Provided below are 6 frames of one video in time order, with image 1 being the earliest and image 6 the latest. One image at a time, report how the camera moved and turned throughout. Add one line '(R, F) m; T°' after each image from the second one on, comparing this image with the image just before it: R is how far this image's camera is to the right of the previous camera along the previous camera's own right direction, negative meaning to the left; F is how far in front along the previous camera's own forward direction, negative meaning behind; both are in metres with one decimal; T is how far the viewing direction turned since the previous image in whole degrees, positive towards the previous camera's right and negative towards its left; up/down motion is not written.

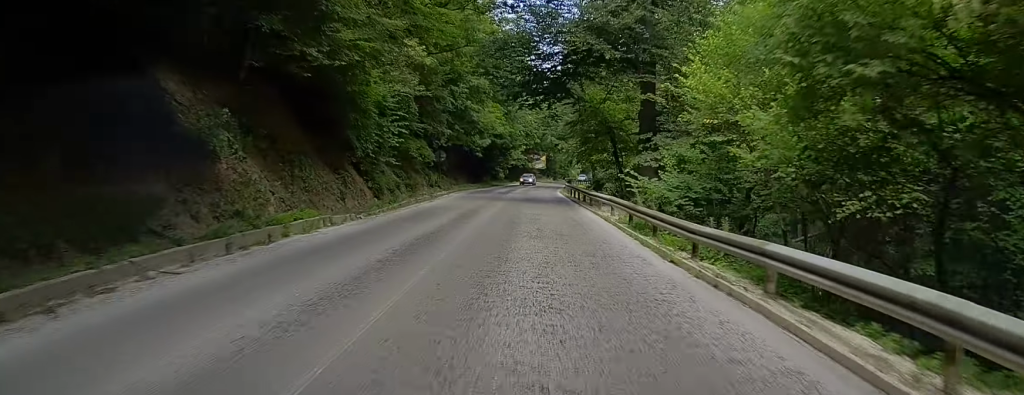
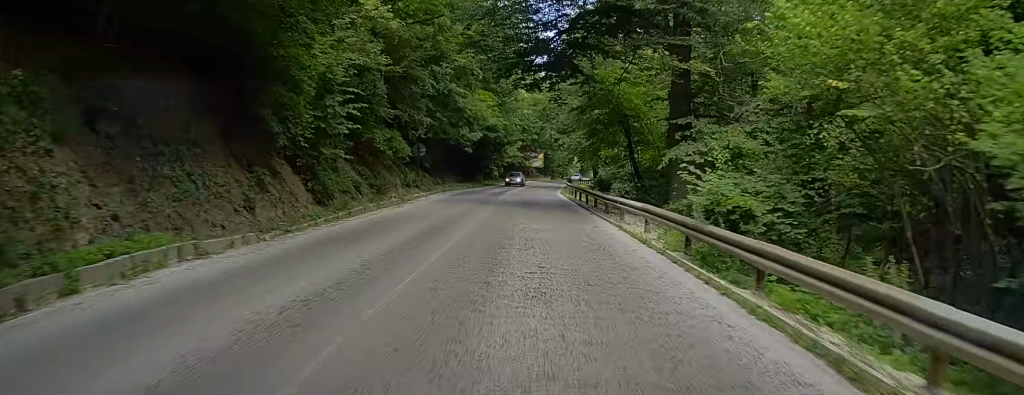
(0.0, +7.4) m; 0°
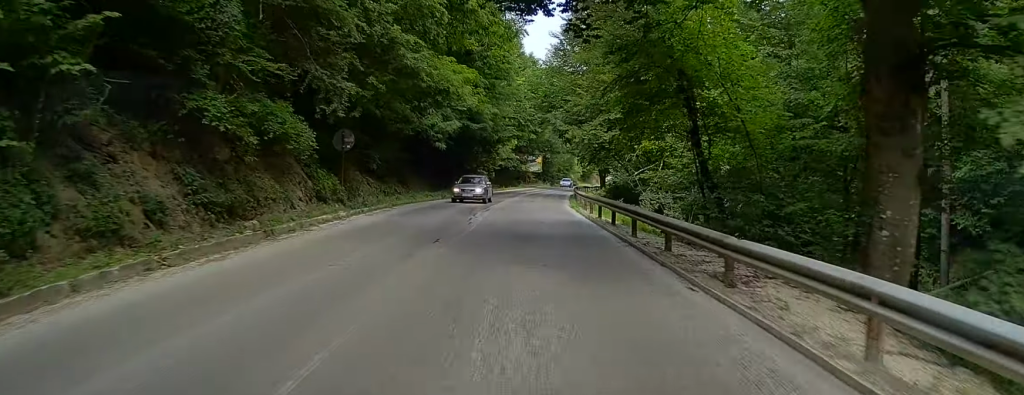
(+0.2, +14.9) m; +2°
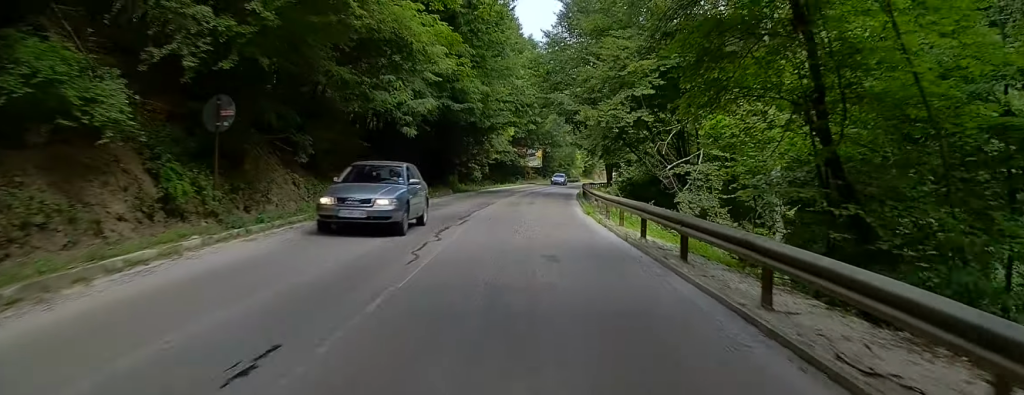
(+0.3, +9.5) m; 0°
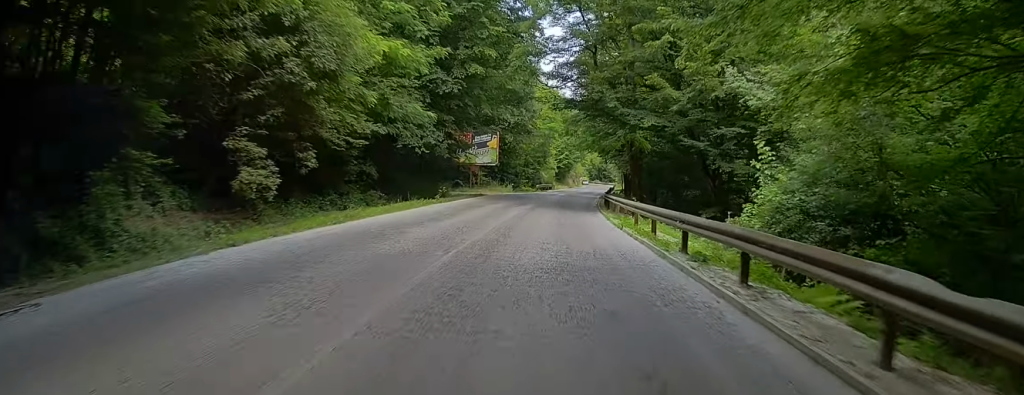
(-1.5, +45.3) m; +3°
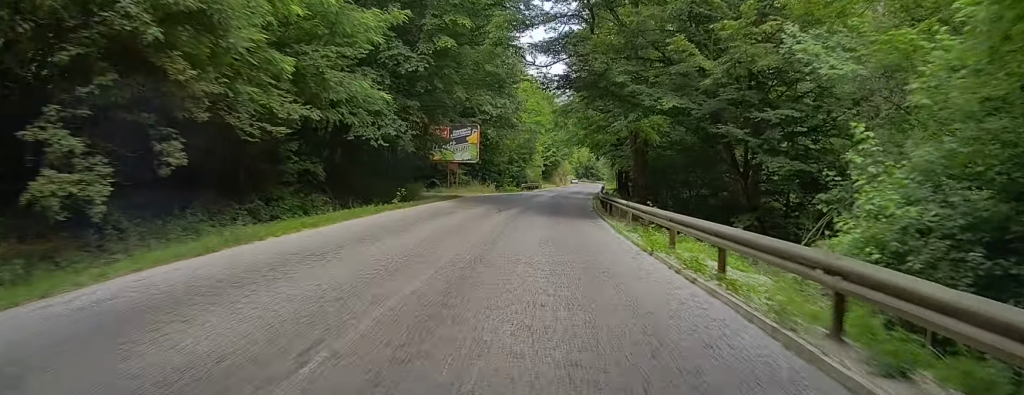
(+0.7, +7.0) m; +2°
